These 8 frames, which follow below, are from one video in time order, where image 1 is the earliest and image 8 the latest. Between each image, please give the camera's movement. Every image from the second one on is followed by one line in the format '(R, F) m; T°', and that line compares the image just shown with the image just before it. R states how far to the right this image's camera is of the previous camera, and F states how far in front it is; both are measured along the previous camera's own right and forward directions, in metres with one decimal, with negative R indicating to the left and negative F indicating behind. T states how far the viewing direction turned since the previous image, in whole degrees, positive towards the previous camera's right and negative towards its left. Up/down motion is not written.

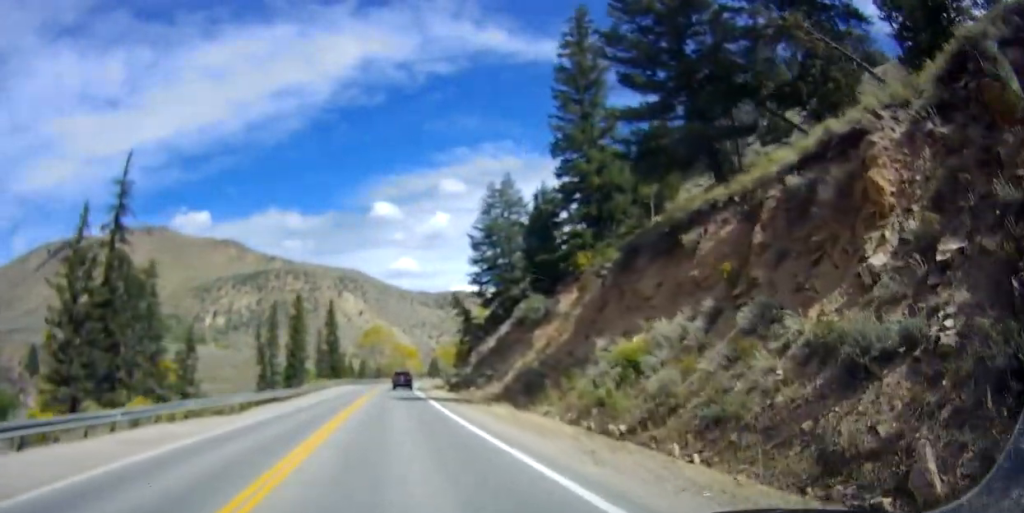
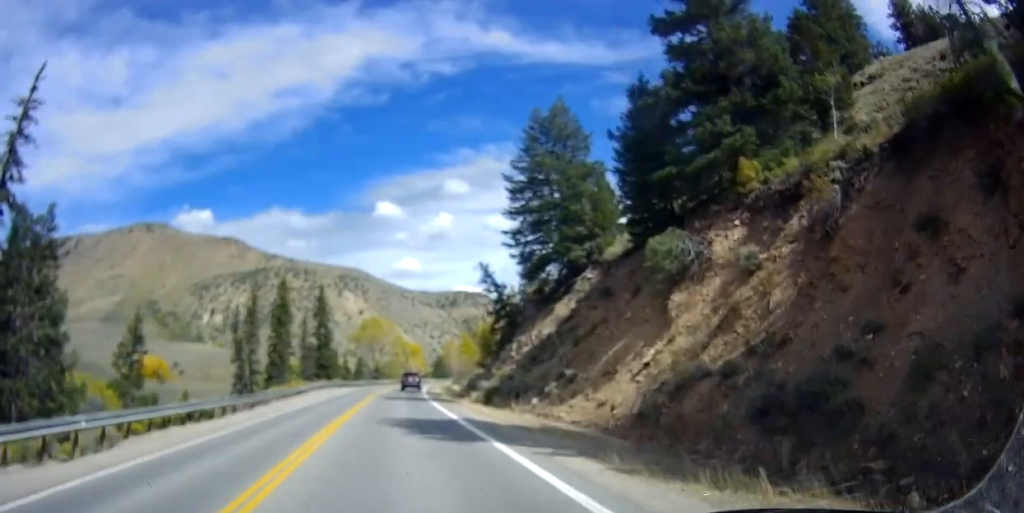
(+0.7, +18.6) m; 0°
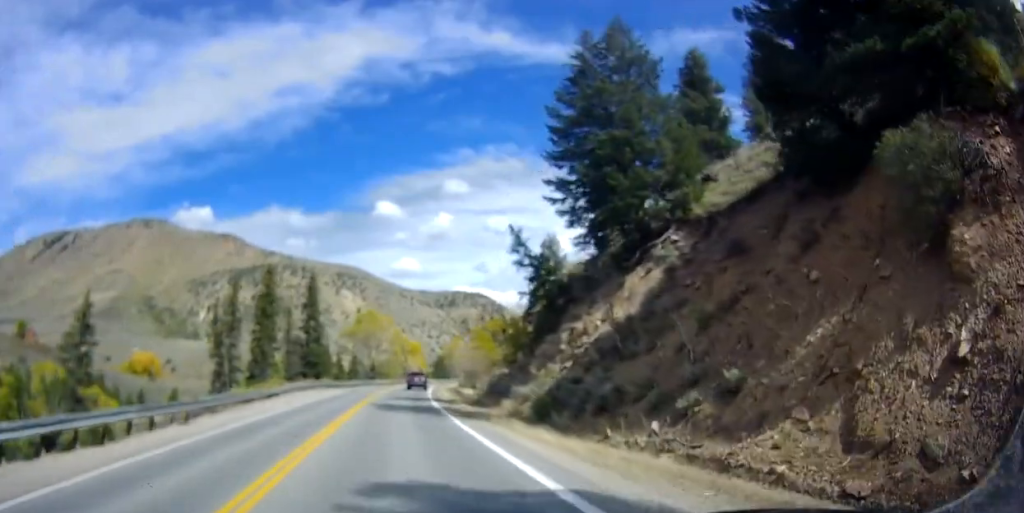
(-0.5, +11.8) m; 0°
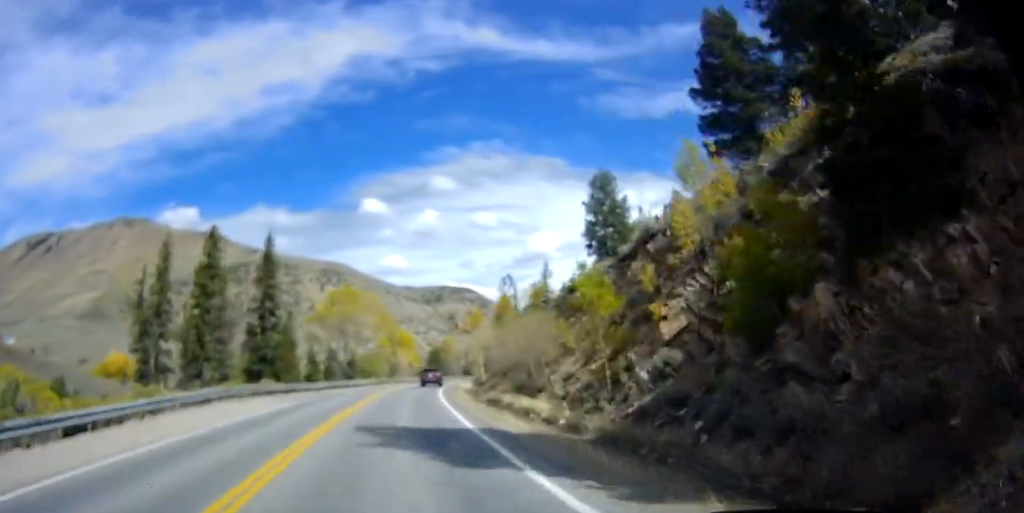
(+0.3, +25.4) m; 0°
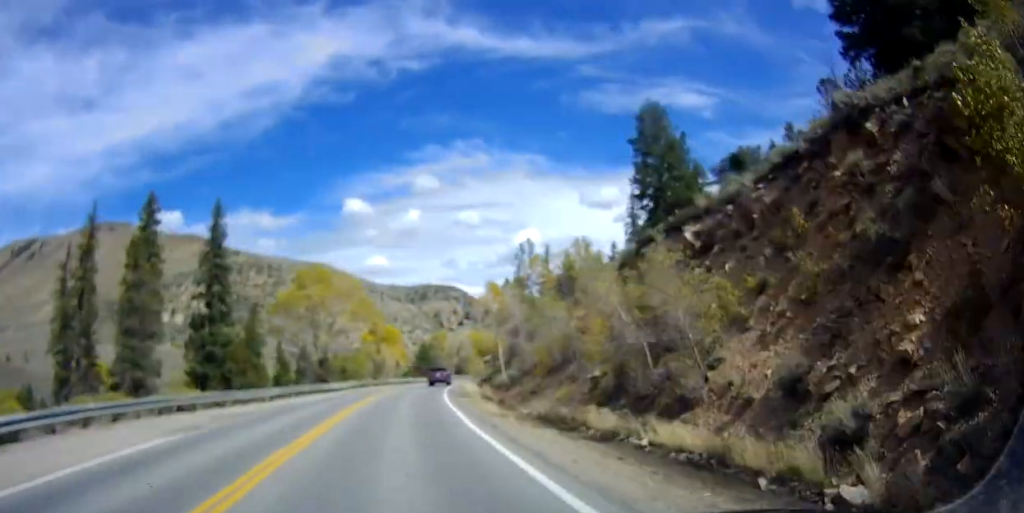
(-0.4, +16.0) m; +1°
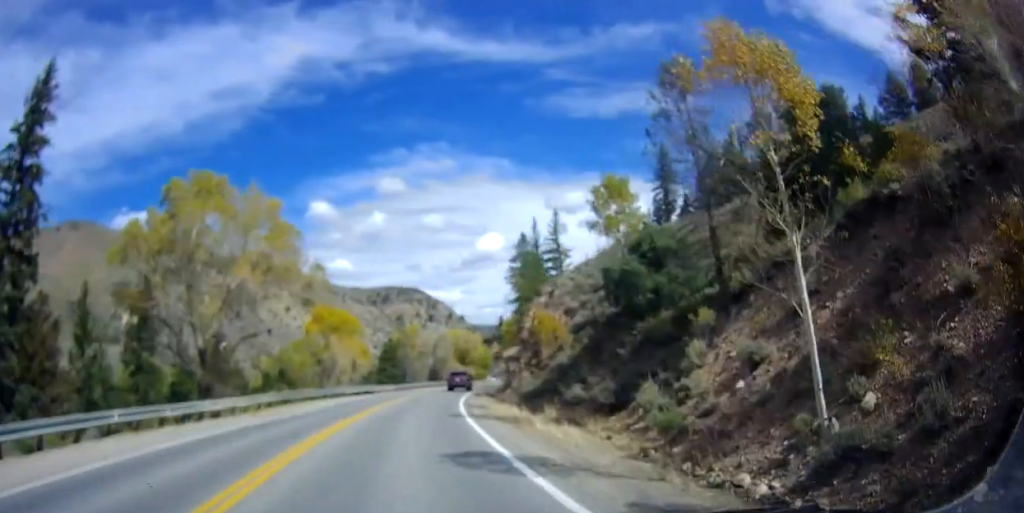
(+1.5, +29.2) m; +4°
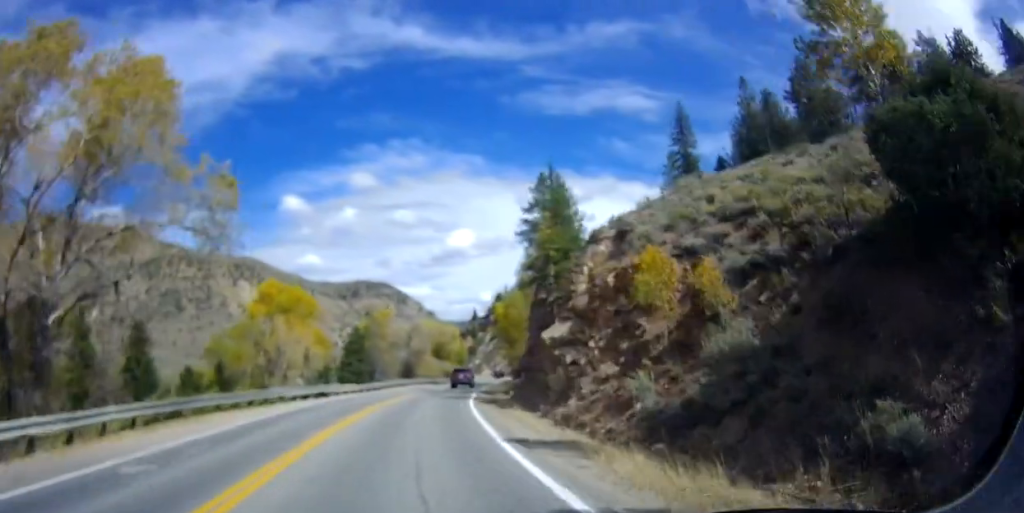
(-0.3, +15.8) m; +1°
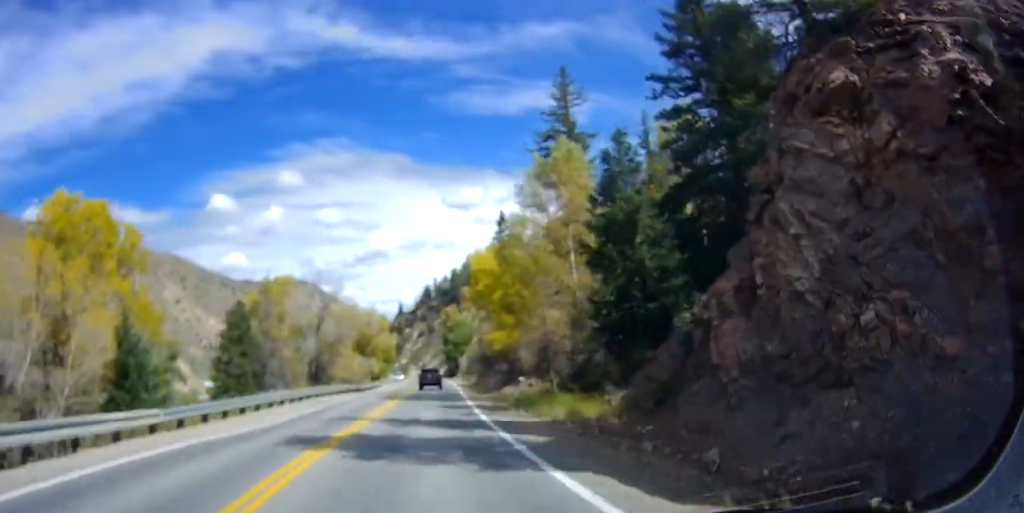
(+2.0, +29.0) m; +9°
